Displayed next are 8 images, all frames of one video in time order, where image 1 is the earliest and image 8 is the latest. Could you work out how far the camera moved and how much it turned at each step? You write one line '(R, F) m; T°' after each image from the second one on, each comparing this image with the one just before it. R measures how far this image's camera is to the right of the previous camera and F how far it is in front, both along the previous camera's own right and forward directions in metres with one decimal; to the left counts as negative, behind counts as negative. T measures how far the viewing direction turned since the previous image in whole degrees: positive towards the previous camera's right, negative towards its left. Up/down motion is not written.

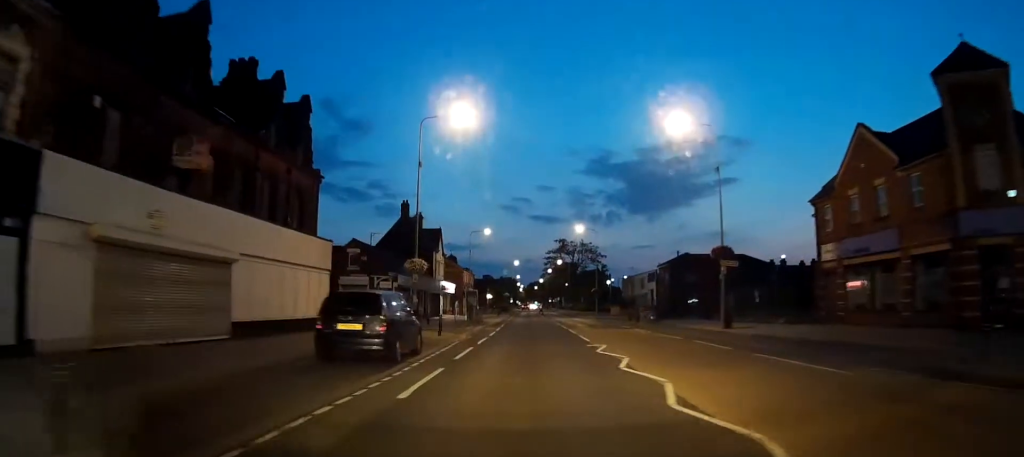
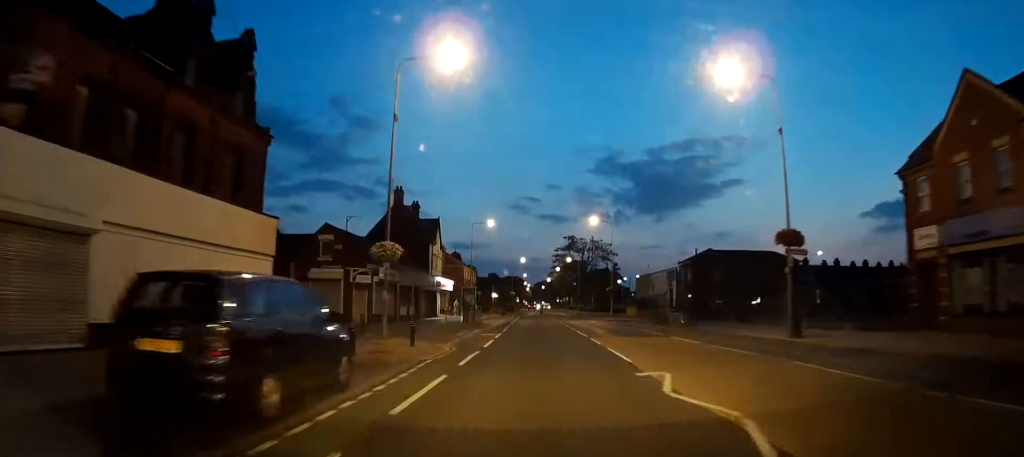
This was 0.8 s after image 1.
(-0.2, +7.4) m; -2°
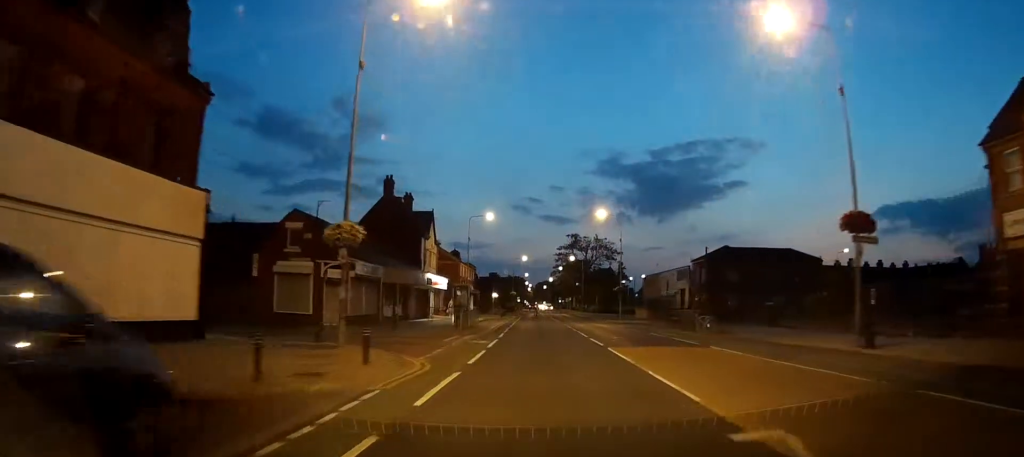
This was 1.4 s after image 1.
(+0.1, +5.2) m; -1°
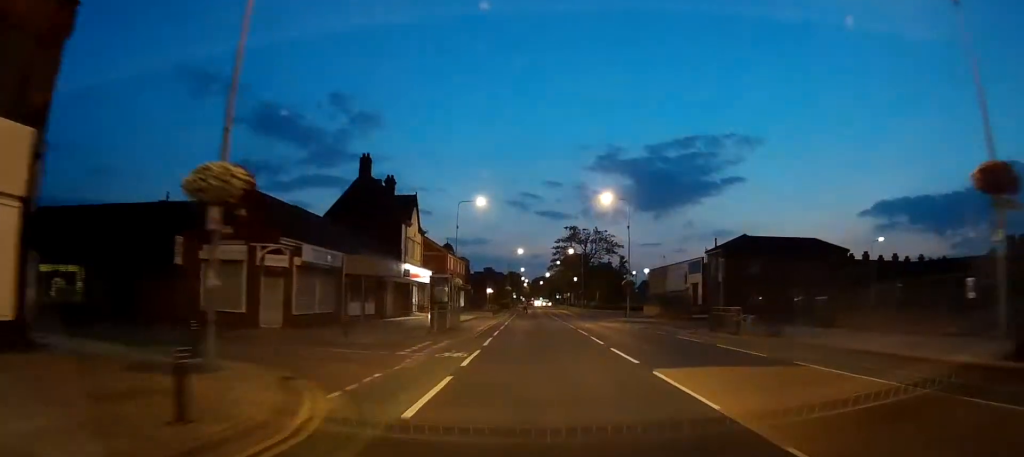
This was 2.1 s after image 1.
(-0.2, +6.6) m; -1°
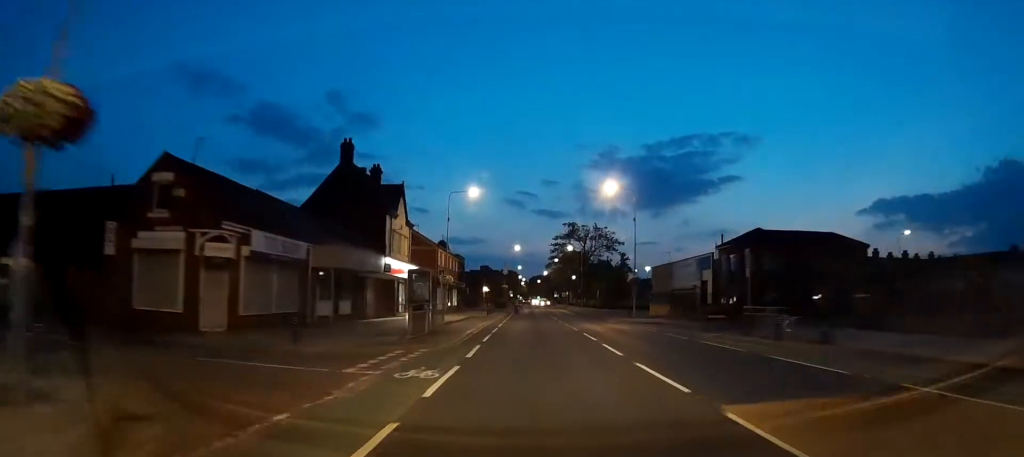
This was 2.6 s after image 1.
(0.0, +4.4) m; -1°
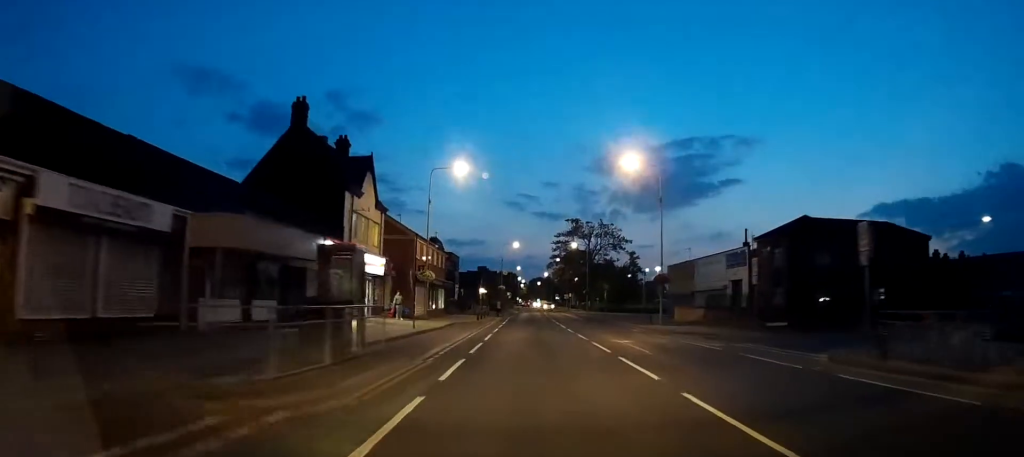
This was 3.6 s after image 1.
(0.0, +10.2) m; -2°
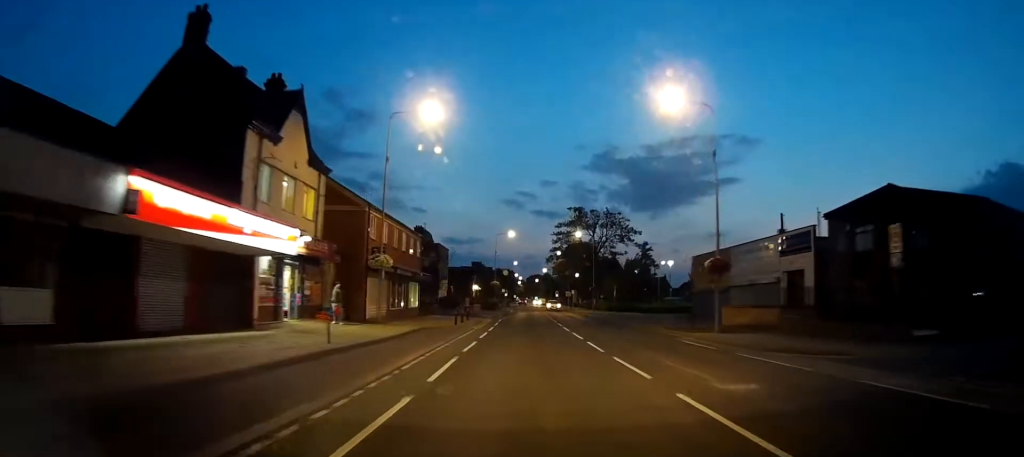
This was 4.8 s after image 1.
(-0.5, +12.6) m; -2°
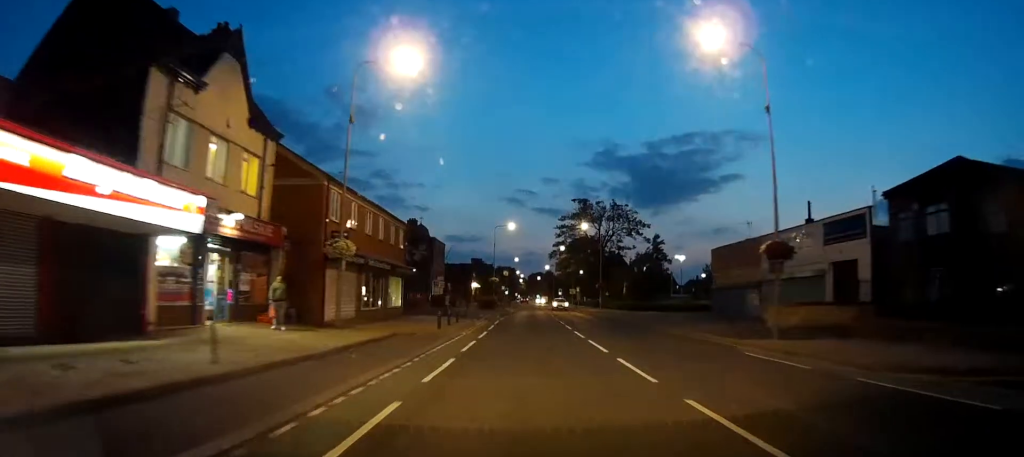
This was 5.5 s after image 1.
(0.0, +6.8) m; 0°
